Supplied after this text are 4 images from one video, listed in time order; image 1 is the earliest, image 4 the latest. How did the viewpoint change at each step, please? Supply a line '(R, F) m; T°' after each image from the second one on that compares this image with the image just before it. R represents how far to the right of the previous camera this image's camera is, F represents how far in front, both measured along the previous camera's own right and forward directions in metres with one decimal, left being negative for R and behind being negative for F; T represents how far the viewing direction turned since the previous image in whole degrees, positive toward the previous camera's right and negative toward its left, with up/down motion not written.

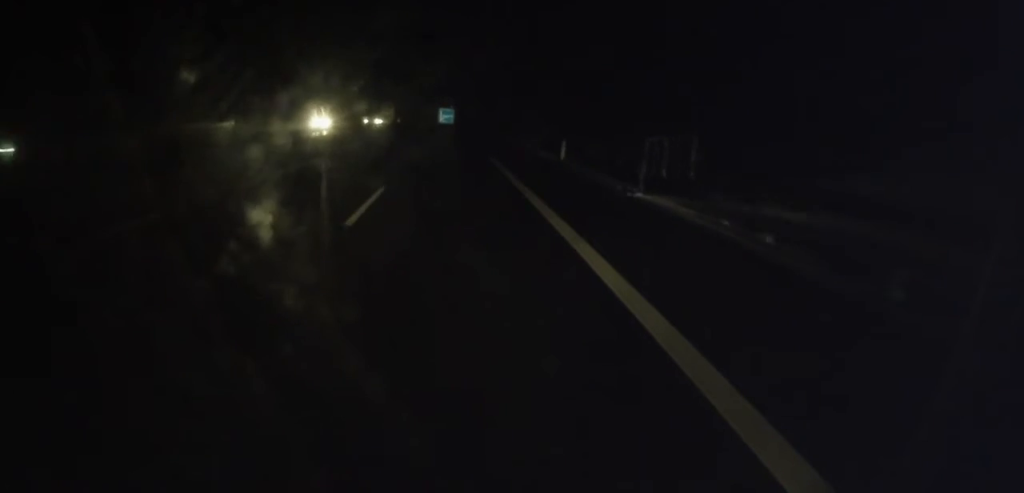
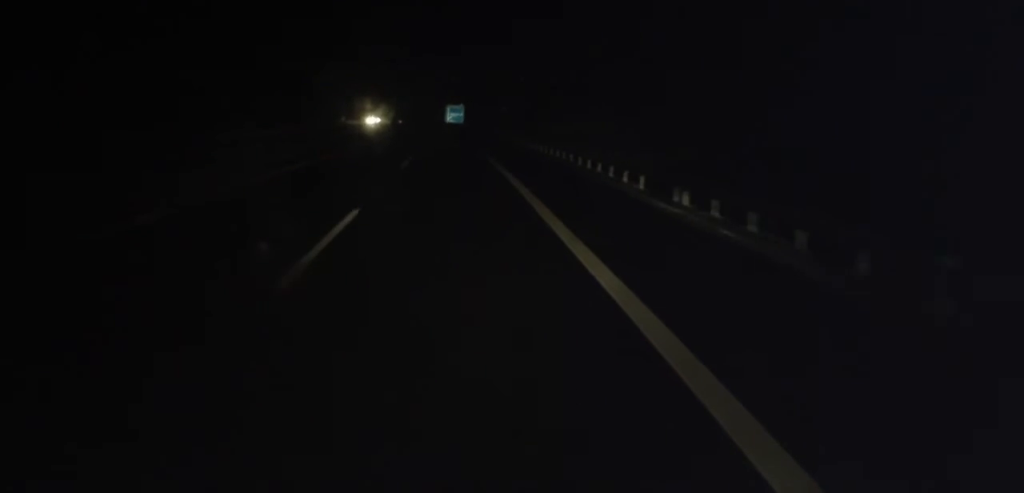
(-0.5, +39.5) m; -1°
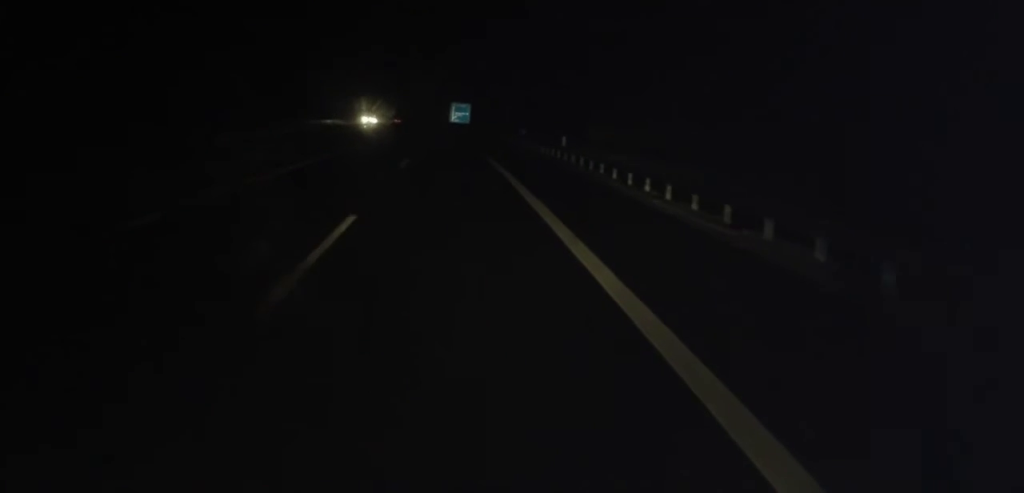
(-0.2, +18.4) m; 0°
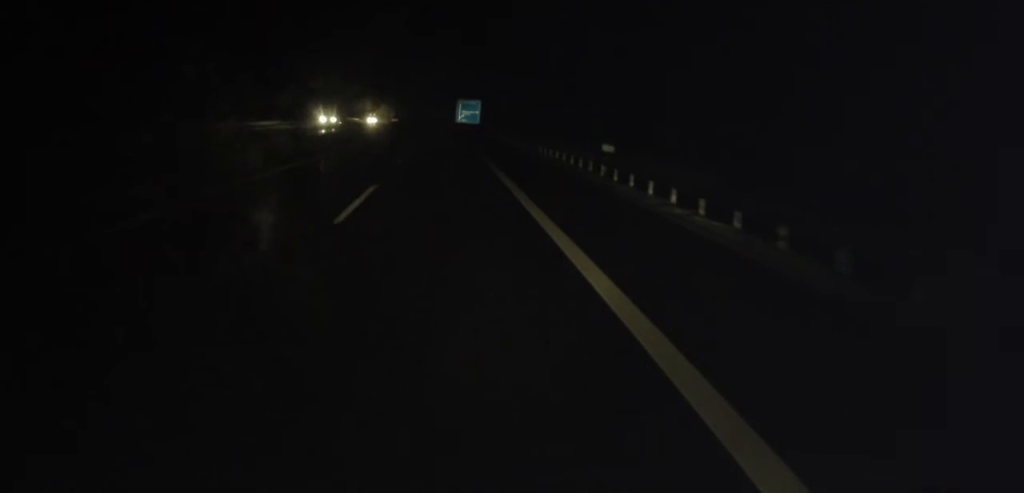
(-0.2, +30.5) m; -2°
